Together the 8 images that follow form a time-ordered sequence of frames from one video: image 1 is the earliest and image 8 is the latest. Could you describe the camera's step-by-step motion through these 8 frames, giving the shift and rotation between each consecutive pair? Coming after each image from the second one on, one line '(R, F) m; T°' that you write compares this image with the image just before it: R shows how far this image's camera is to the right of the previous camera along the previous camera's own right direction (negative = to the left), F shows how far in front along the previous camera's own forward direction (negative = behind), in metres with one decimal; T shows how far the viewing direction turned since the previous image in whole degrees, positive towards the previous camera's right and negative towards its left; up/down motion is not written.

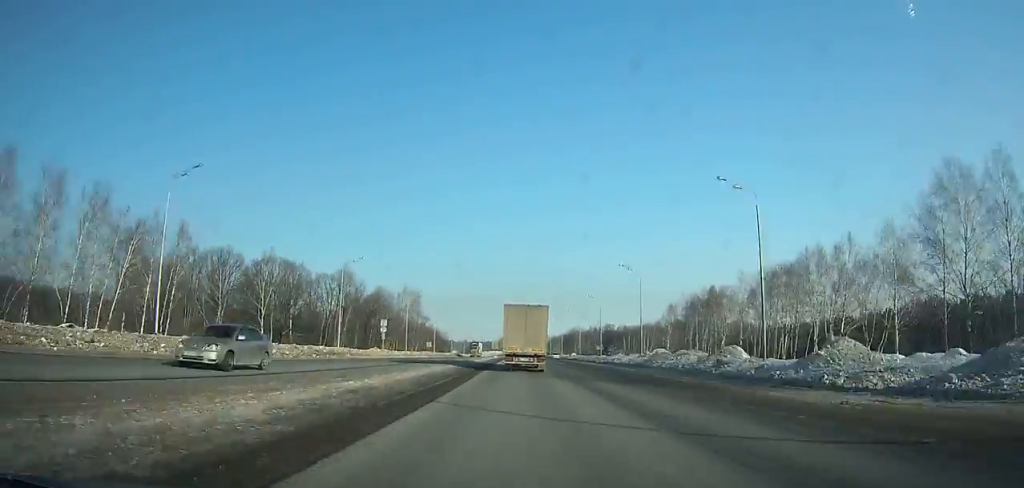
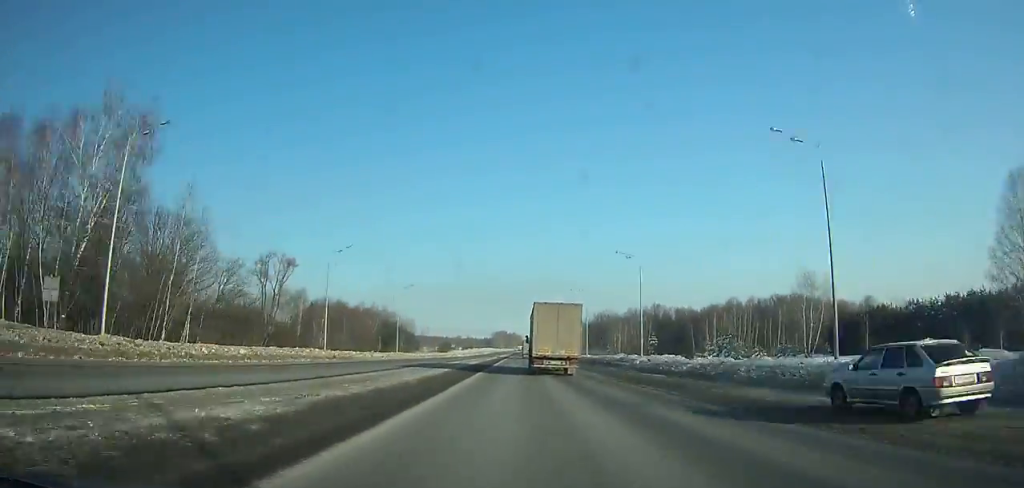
(-0.2, +114.1) m; 0°
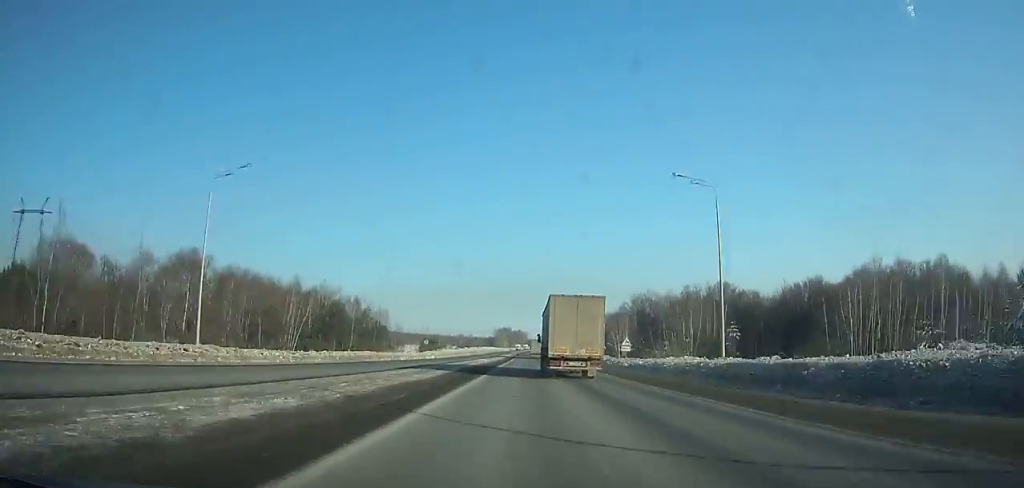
(-0.5, +61.5) m; 0°
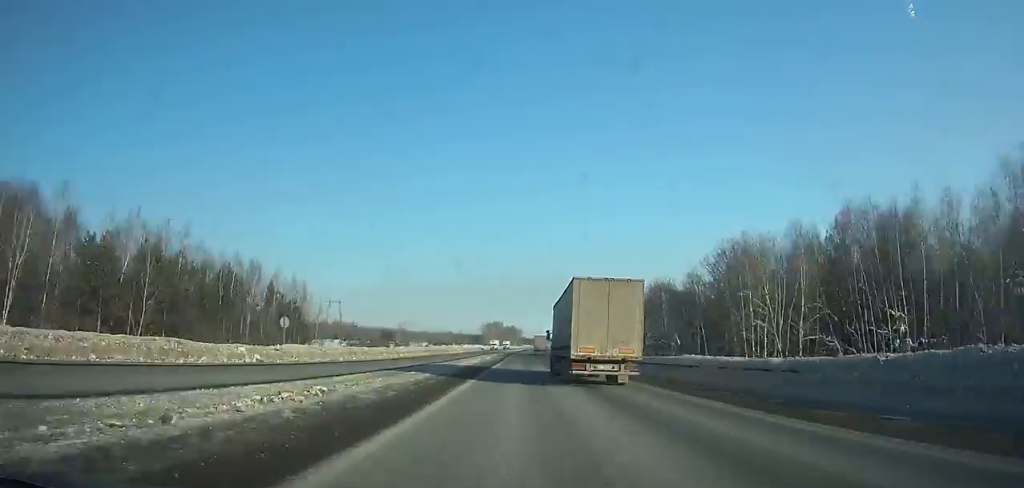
(+0.4, +73.3) m; 0°
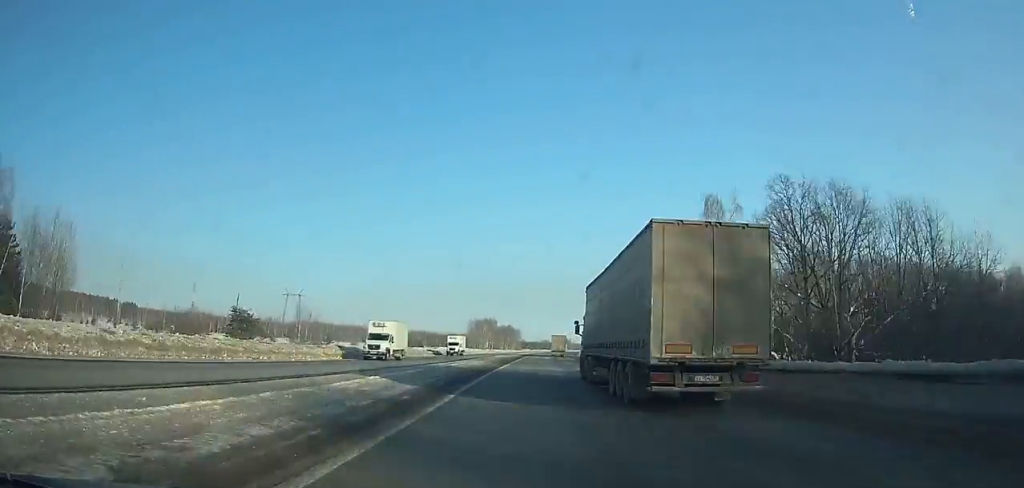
(-0.1, +80.5) m; +1°
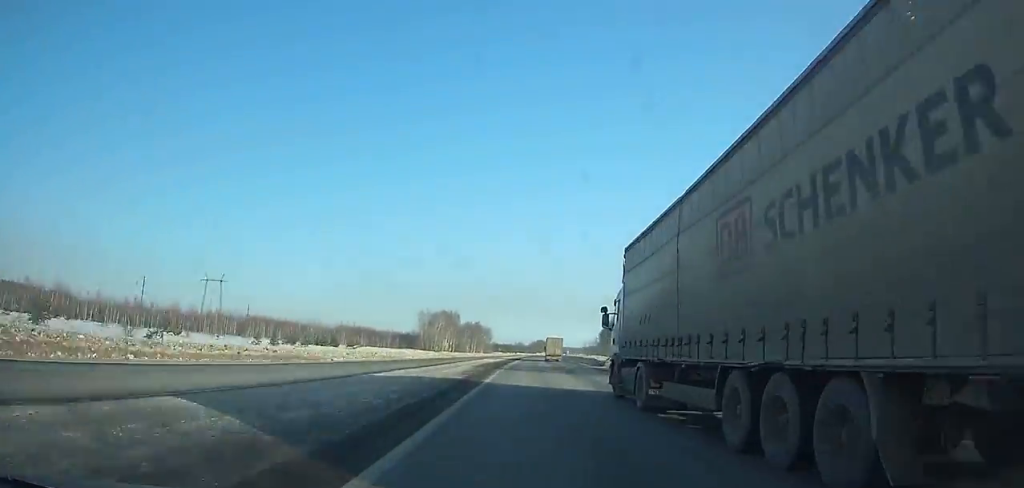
(+1.3, +72.1) m; +2°
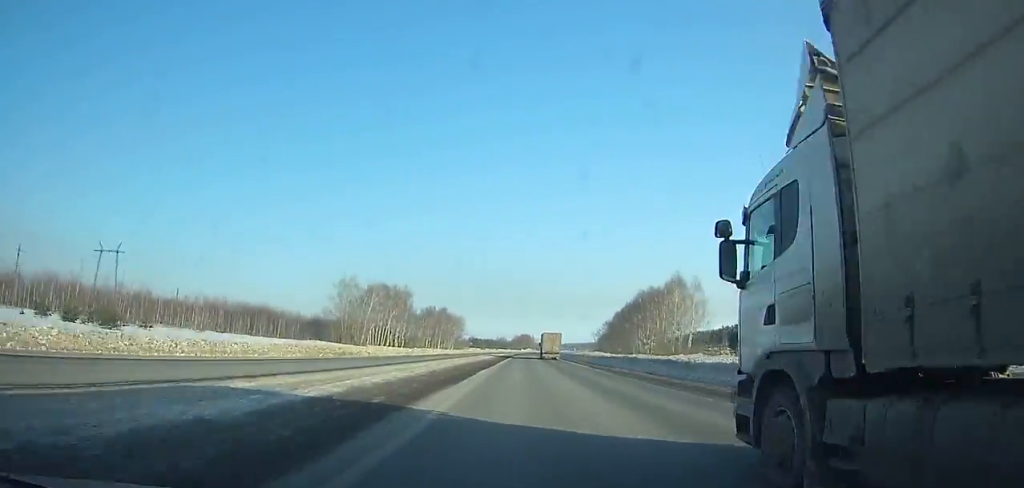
(+1.2, +73.6) m; +2°
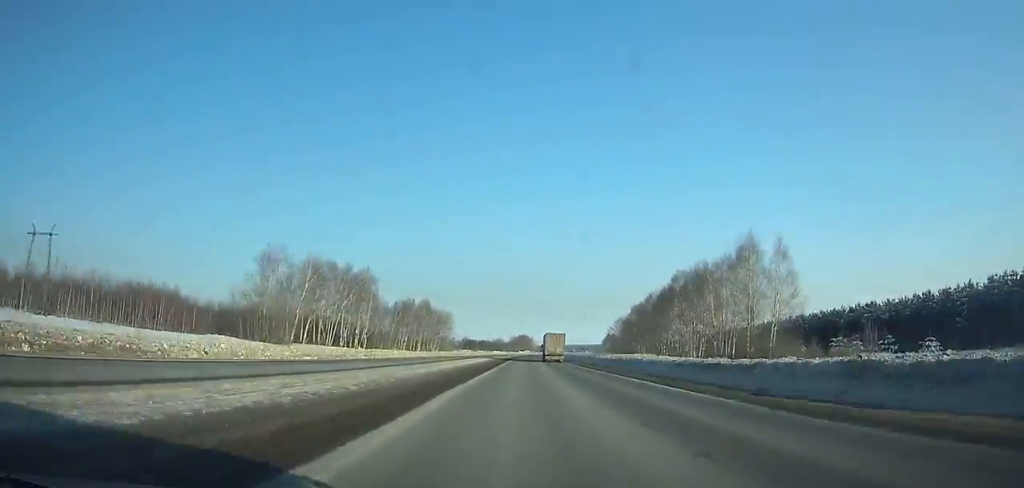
(+0.2, +38.5) m; +1°
